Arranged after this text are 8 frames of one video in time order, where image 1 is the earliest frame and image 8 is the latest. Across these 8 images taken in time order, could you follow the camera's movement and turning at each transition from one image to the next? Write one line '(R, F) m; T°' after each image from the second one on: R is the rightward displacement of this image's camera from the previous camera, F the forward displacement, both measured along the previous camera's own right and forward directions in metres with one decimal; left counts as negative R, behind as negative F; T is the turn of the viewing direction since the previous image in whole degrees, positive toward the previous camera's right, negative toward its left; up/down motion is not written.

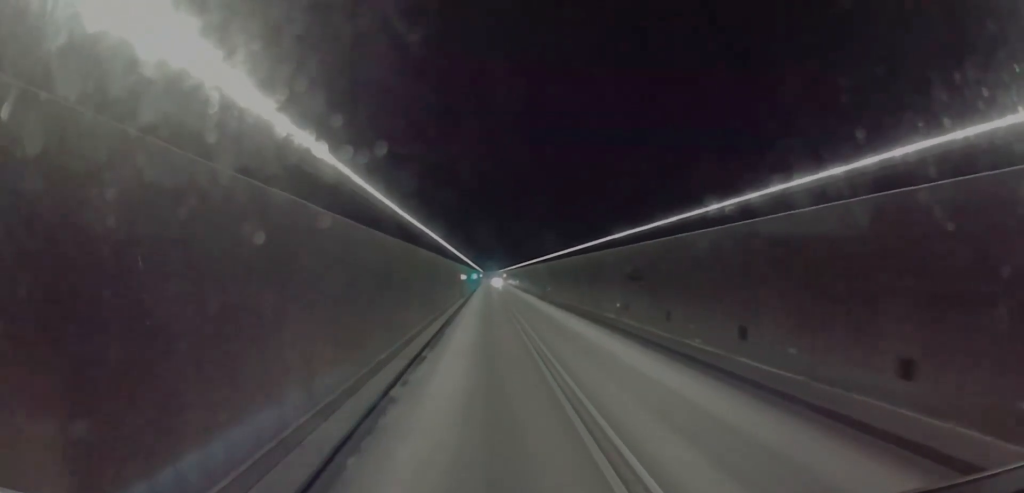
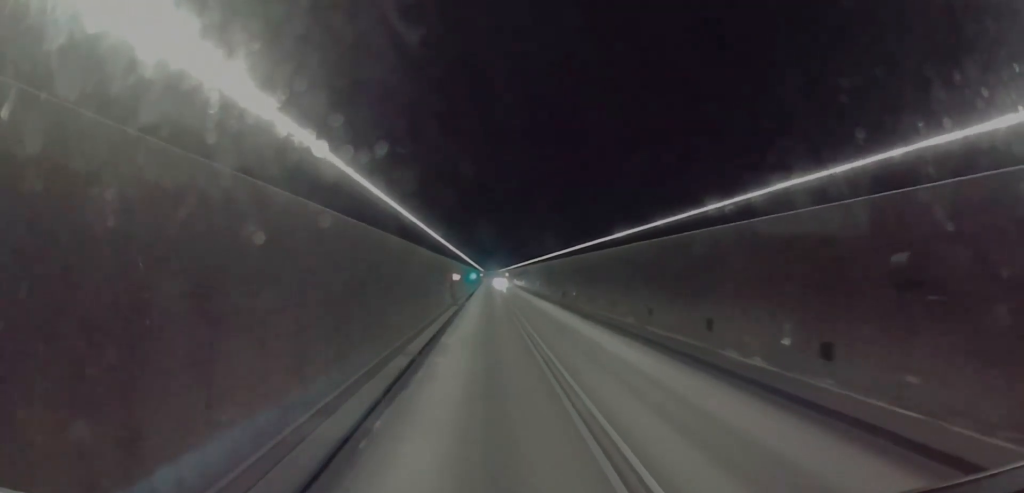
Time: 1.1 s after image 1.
(0.0, +19.9) m; -1°
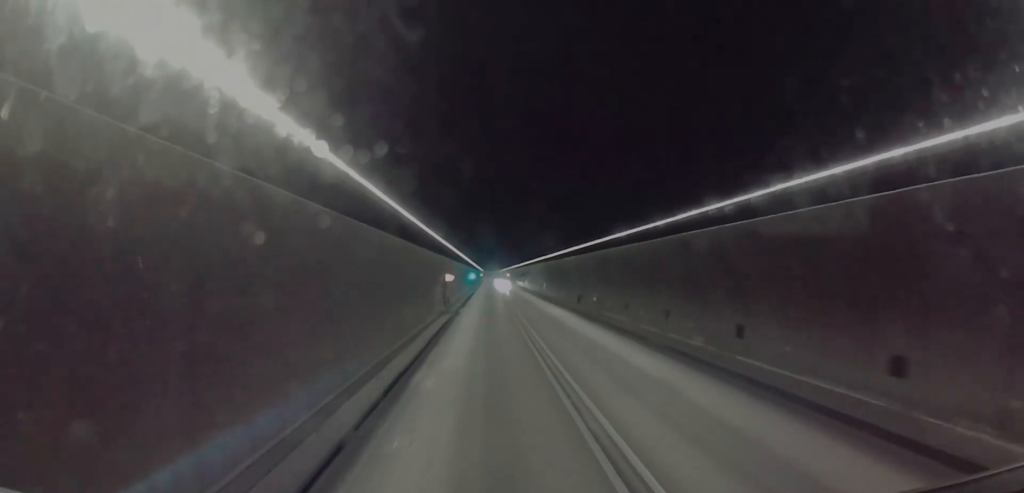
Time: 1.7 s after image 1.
(-0.1, +9.9) m; -1°
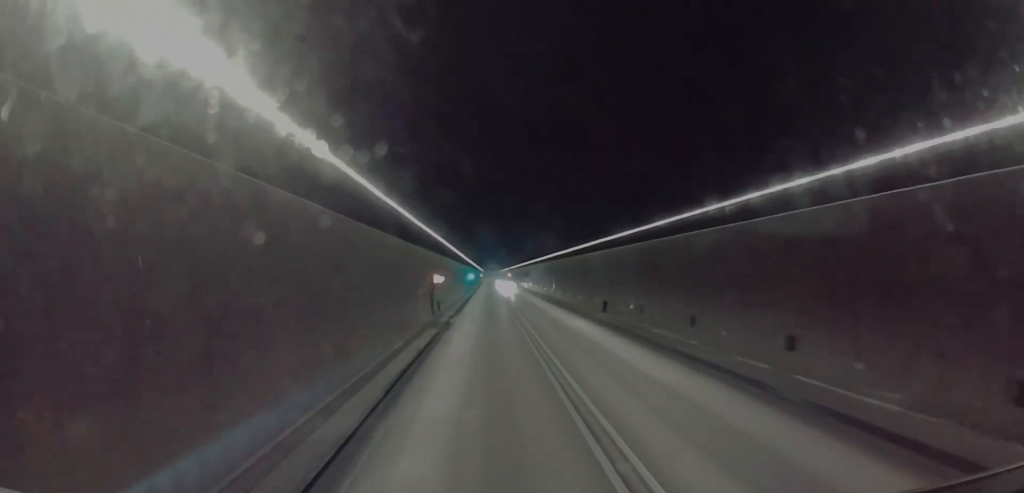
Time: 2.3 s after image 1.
(0.0, +11.2) m; 0°
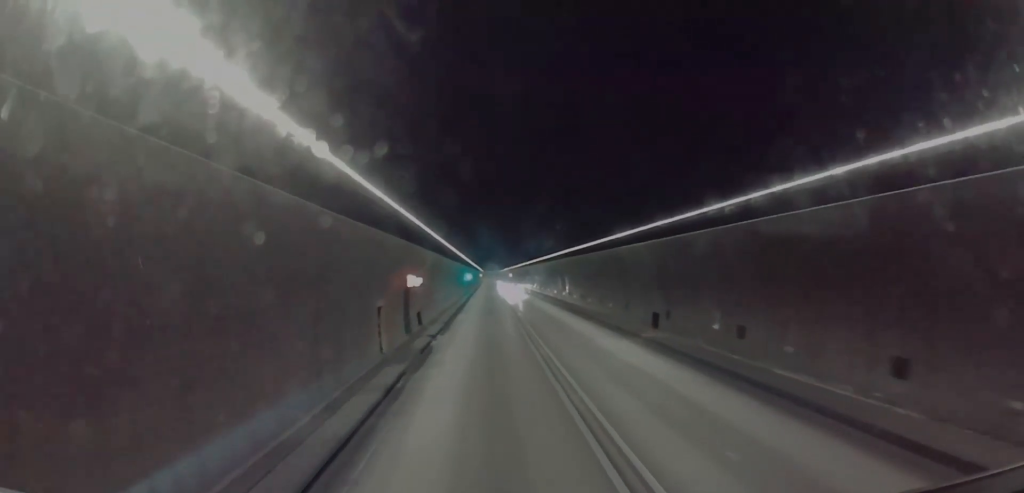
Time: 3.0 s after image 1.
(0.0, +12.4) m; 0°
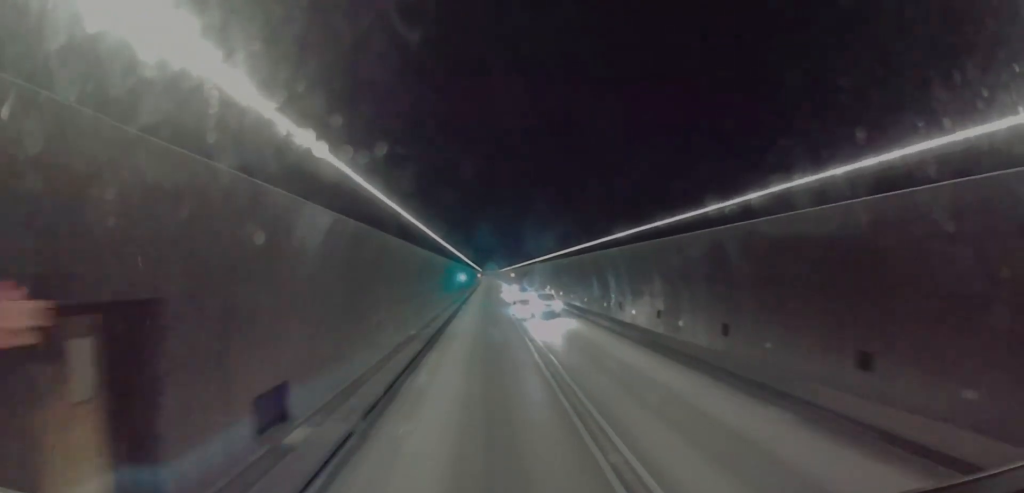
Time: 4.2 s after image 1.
(0.0, +22.7) m; 0°
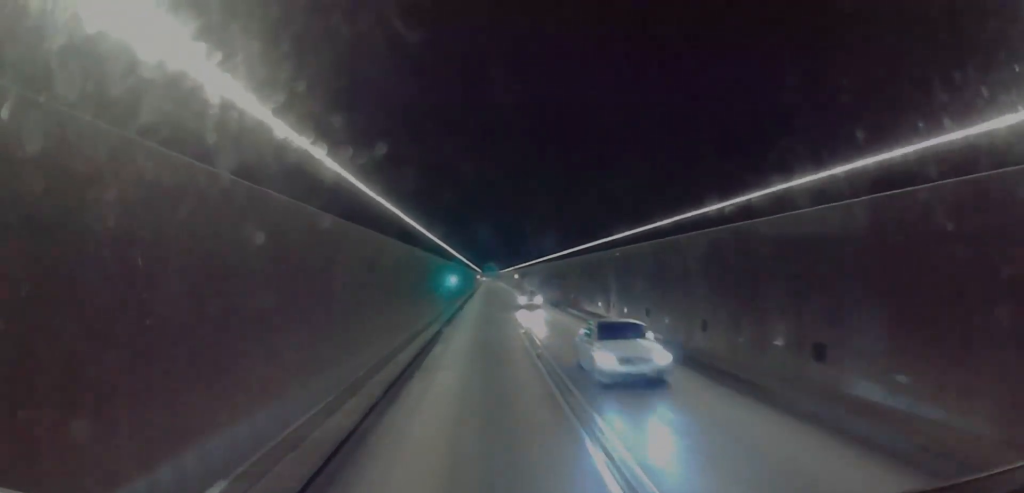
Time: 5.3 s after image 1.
(+0.1, +21.7) m; +1°
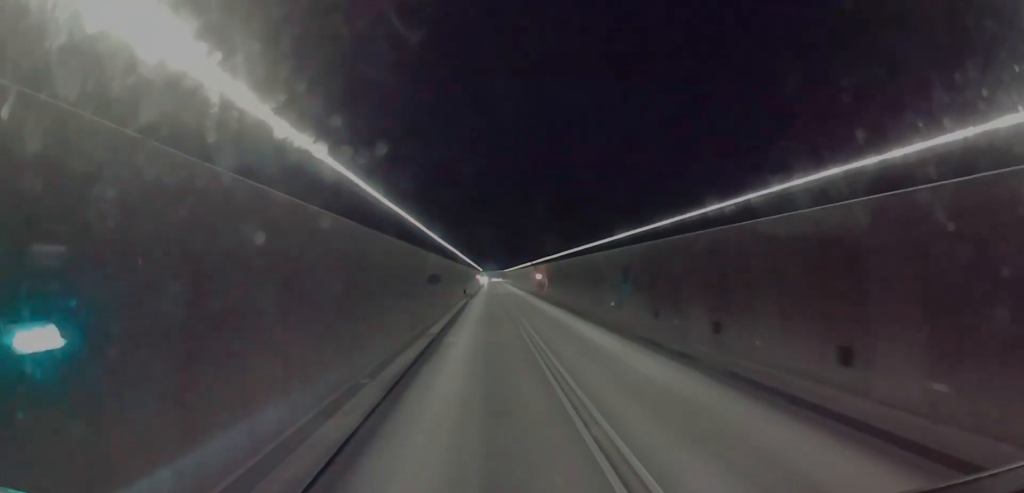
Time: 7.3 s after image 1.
(+0.1, +39.5) m; -1°
